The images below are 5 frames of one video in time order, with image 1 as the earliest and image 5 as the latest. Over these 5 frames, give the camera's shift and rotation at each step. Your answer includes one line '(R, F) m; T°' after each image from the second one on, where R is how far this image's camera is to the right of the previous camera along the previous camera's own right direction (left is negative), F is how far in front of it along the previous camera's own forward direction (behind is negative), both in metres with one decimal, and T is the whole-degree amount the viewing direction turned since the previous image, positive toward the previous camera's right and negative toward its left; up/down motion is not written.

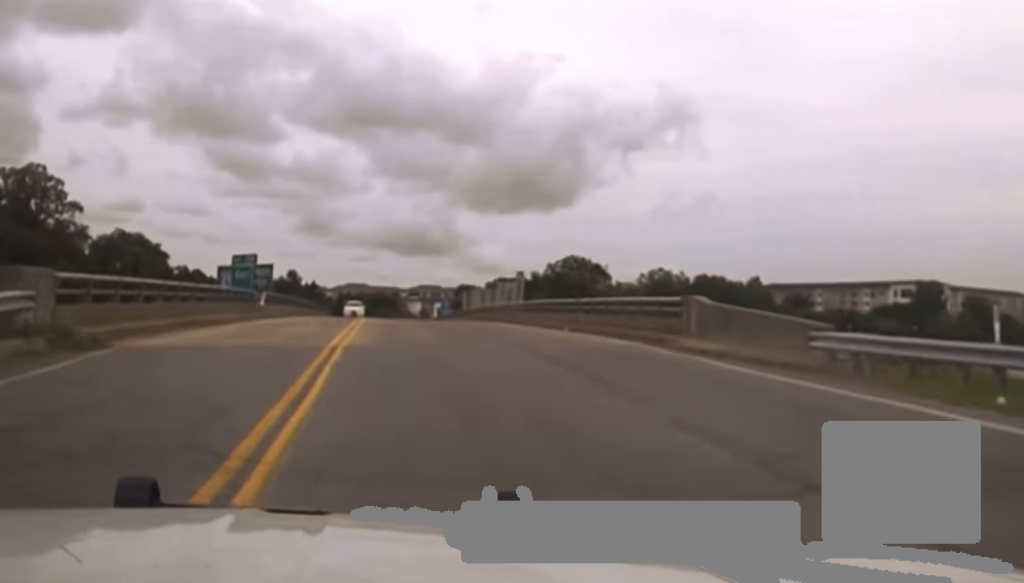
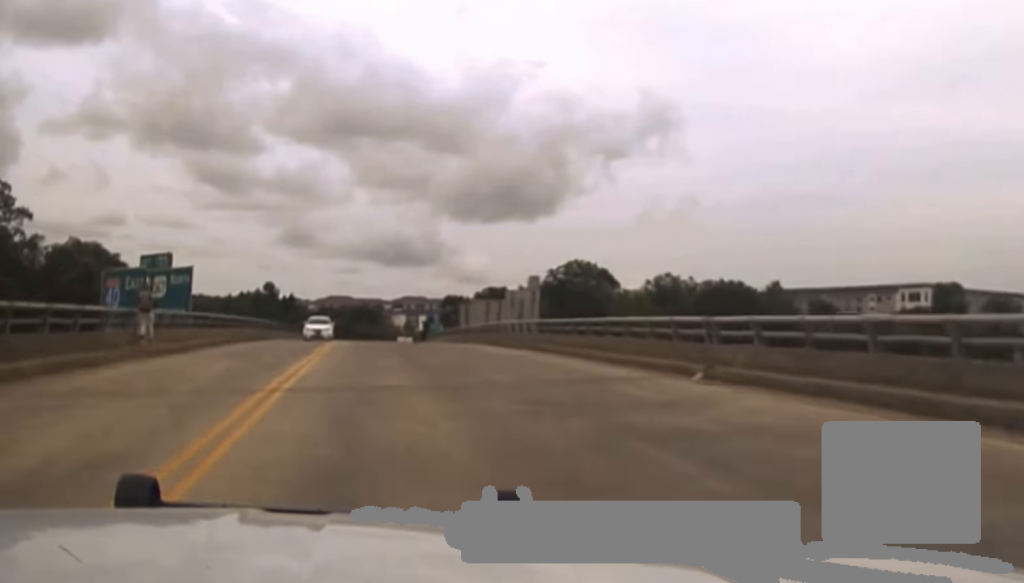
(0.0, +23.4) m; 0°
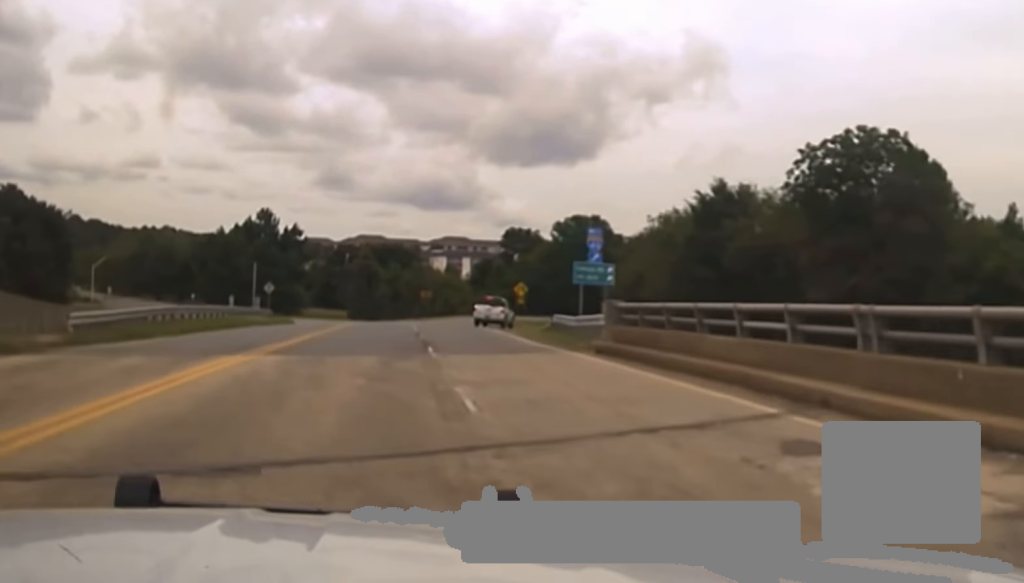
(+0.3, +95.2) m; -1°
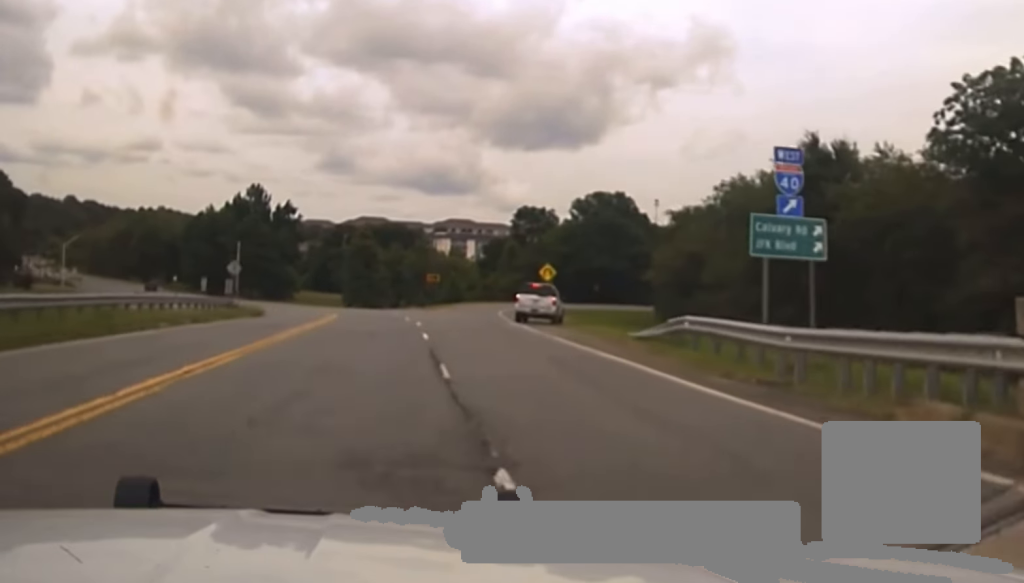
(-0.3, +20.8) m; -1°
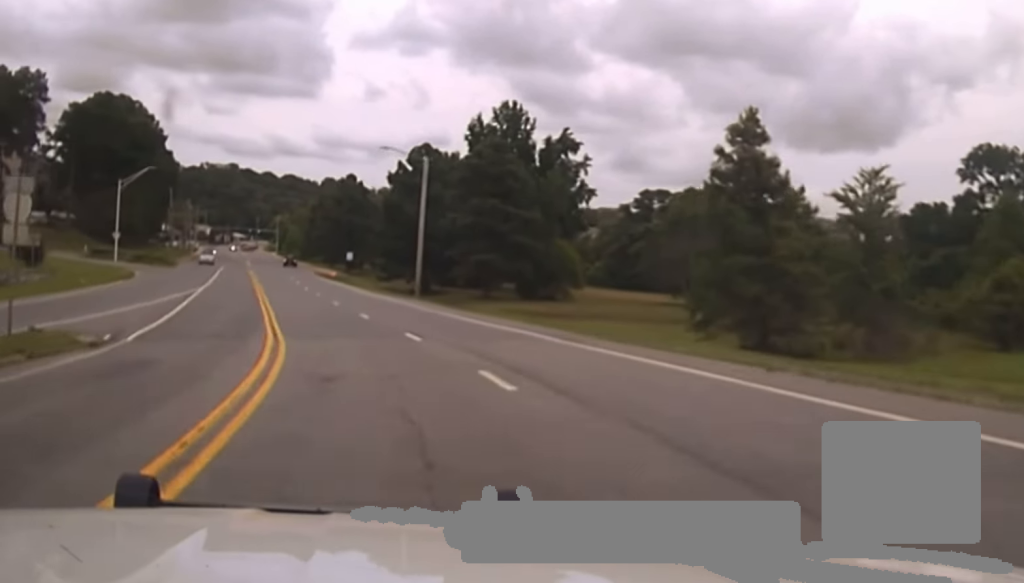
(-5.4, +92.3) m; -12°
